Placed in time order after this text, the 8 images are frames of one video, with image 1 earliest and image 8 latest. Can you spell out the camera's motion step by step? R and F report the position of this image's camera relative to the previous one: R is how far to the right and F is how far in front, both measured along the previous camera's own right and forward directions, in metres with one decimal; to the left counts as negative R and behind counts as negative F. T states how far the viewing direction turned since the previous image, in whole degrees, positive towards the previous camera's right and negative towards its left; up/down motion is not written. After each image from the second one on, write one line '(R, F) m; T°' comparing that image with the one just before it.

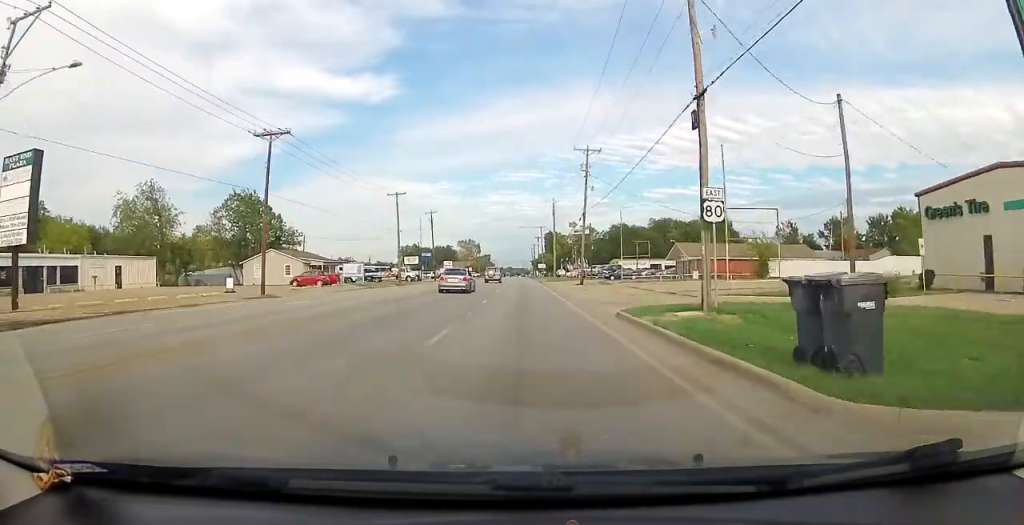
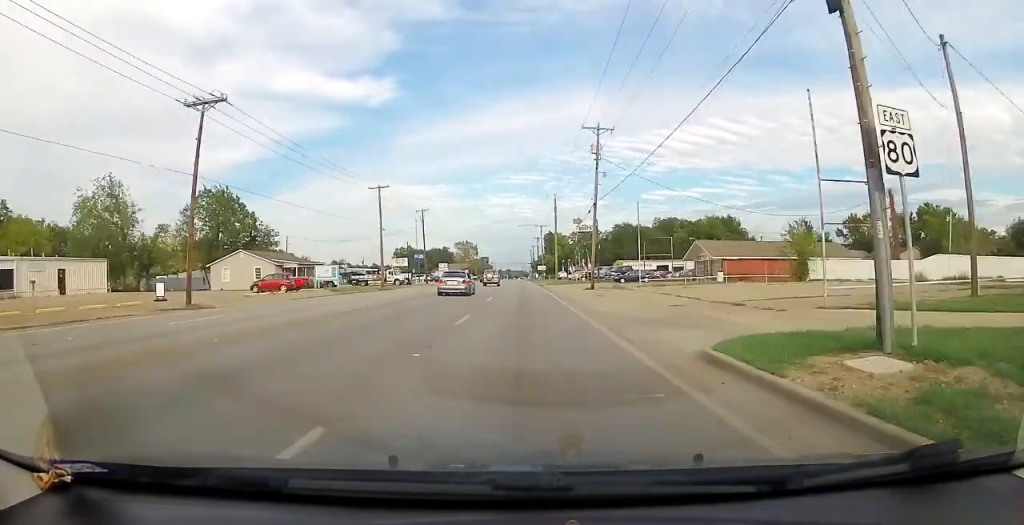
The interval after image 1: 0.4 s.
(-0.1, +8.3) m; 0°
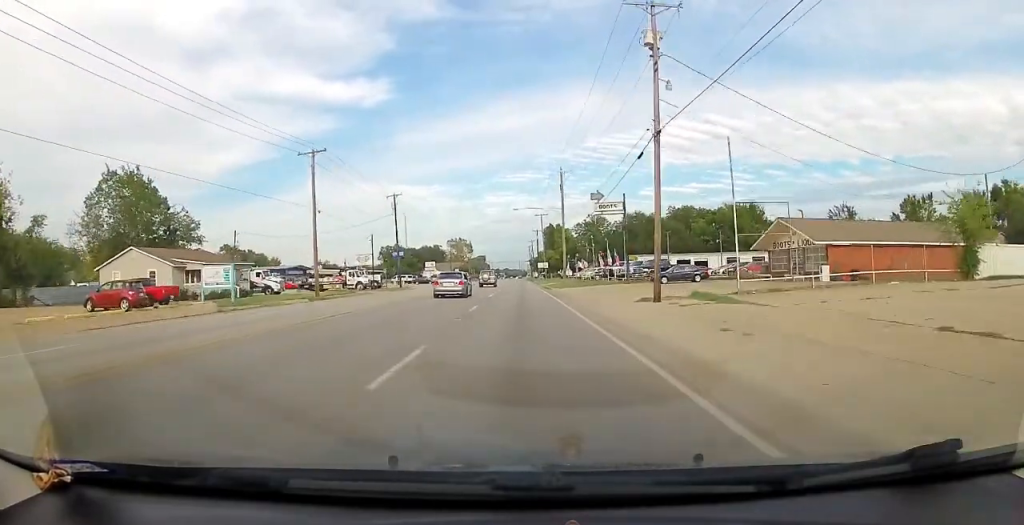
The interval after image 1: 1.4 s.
(-0.2, +20.8) m; 0°
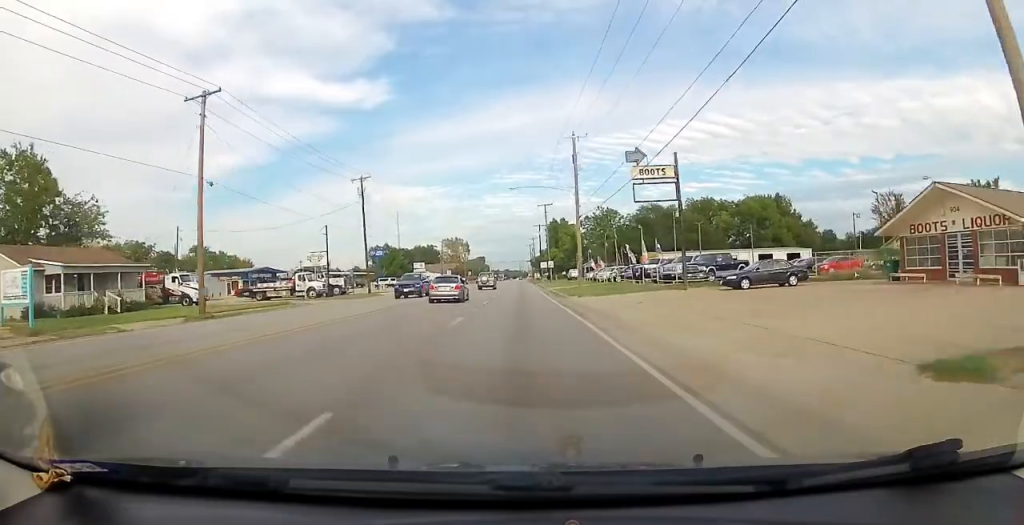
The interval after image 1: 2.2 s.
(+0.3, +16.8) m; +1°
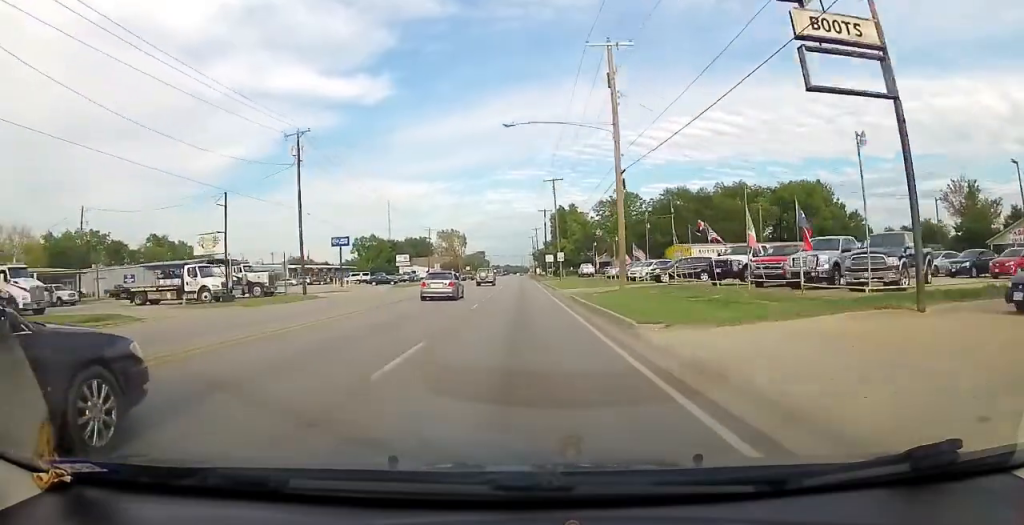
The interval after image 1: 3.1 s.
(0.0, +19.8) m; 0°
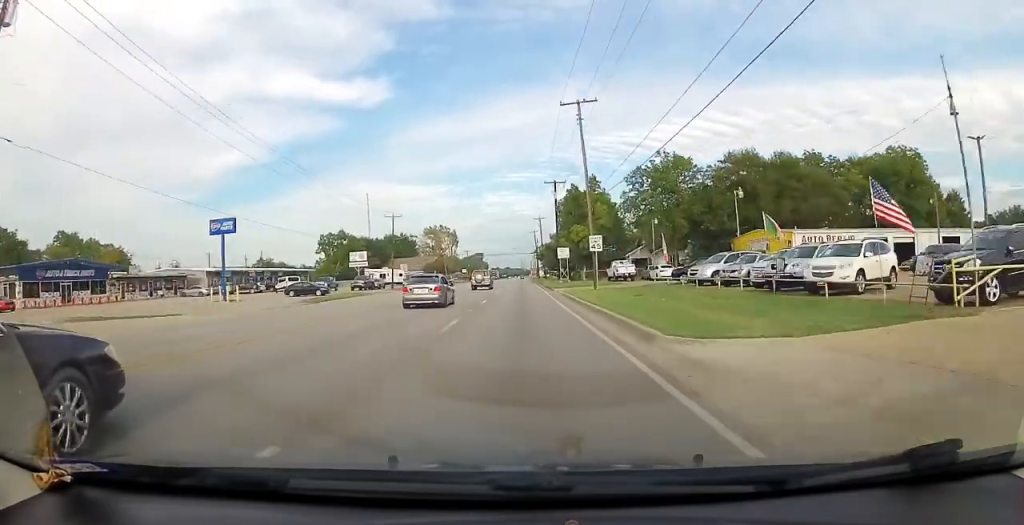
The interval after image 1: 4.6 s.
(-0.5, +31.1) m; -2°
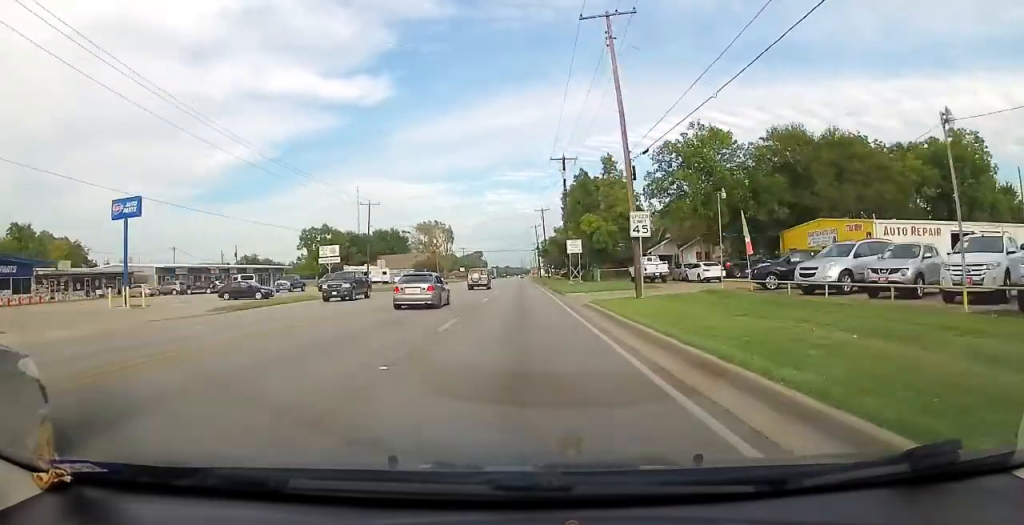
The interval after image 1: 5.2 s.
(-0.2, +12.7) m; 0°
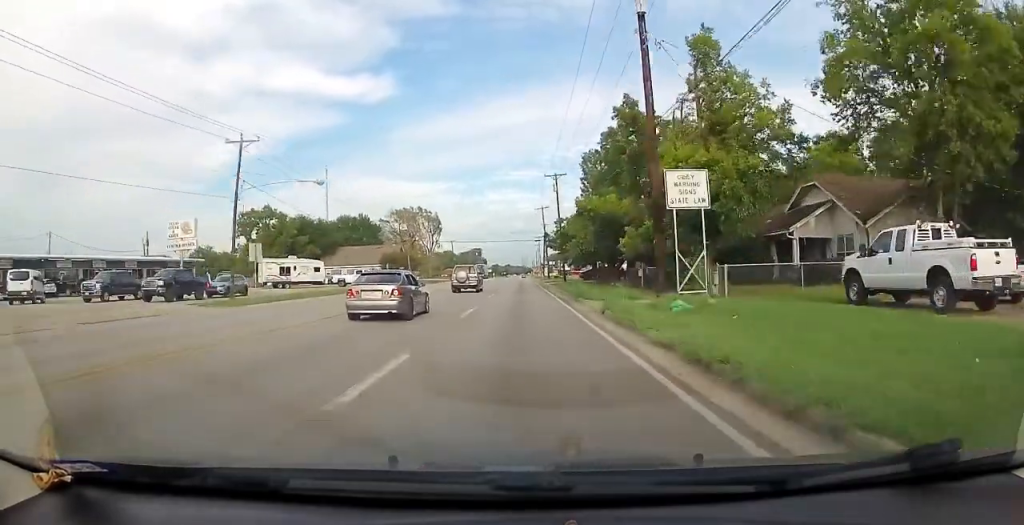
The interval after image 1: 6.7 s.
(+0.9, +32.4) m; +2°
